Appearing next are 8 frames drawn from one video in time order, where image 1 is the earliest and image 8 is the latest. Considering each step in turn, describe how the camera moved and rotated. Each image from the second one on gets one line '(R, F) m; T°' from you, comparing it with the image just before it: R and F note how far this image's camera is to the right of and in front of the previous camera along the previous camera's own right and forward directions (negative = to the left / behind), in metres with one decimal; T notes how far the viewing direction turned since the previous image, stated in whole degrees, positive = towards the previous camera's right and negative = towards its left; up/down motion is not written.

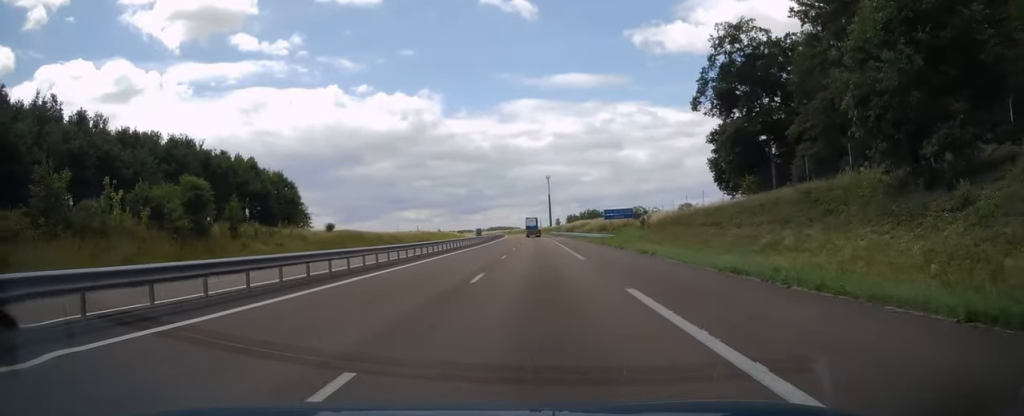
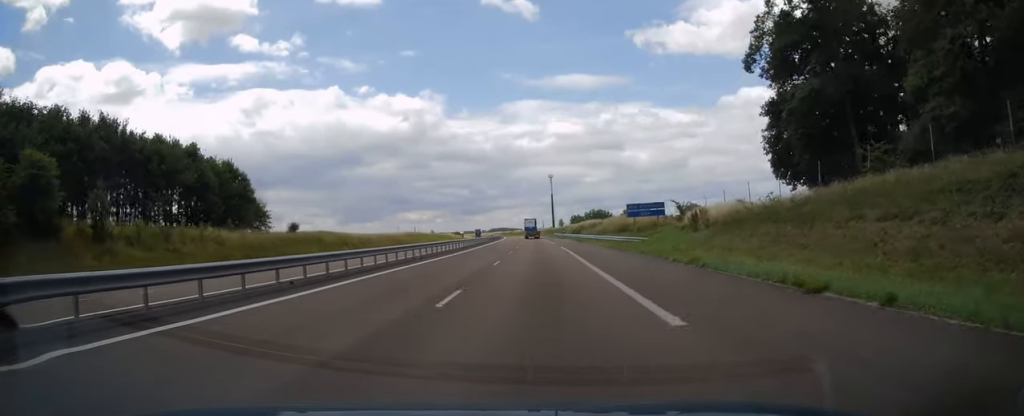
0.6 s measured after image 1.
(+0.2, +18.2) m; 0°
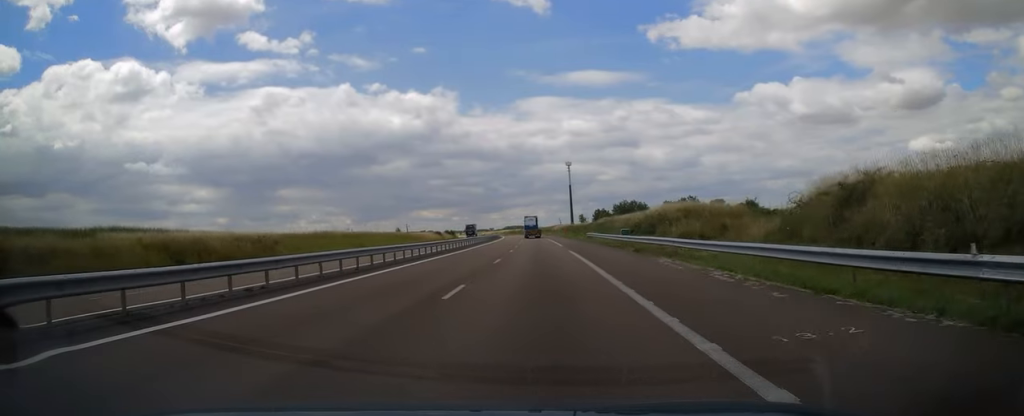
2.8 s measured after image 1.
(-1.3, +64.6) m; -2°
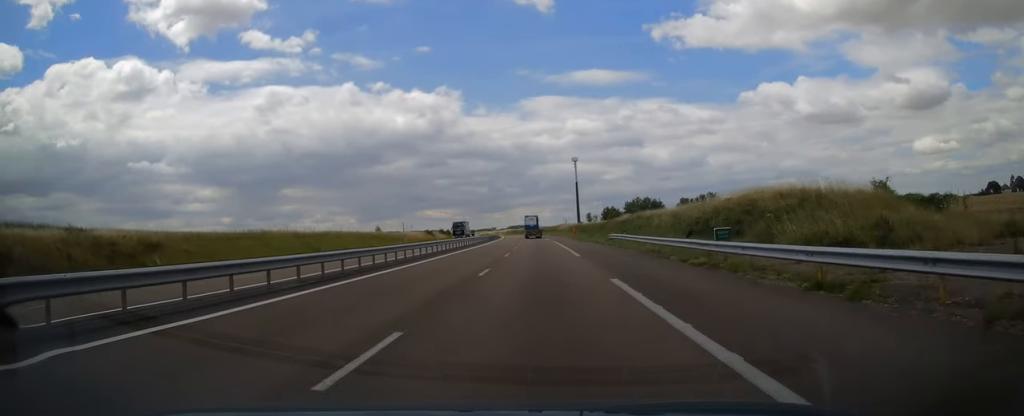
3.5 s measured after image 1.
(-0.2, +20.1) m; 0°
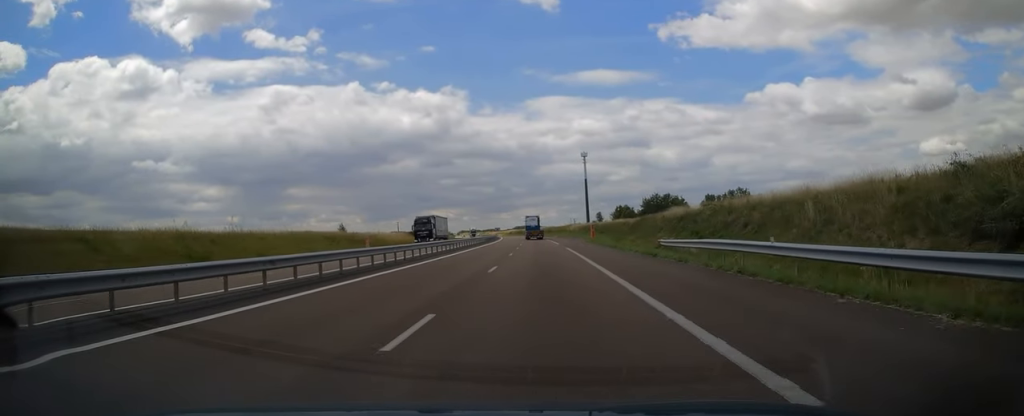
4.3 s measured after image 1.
(+0.1, +24.4) m; 0°
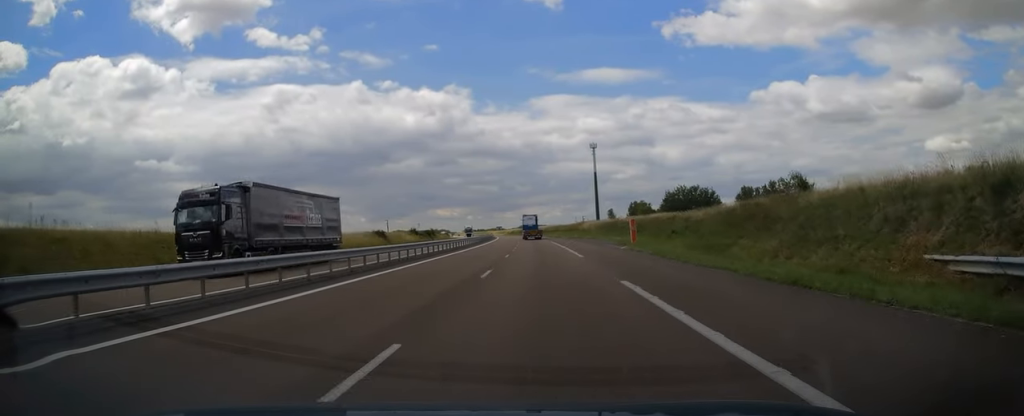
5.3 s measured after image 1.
(-0.2, +28.8) m; -1°
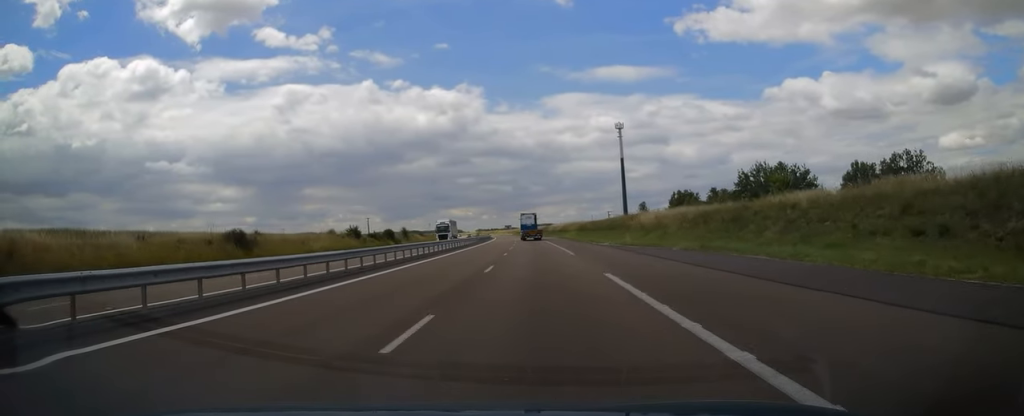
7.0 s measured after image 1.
(-0.6, +50.1) m; -2°
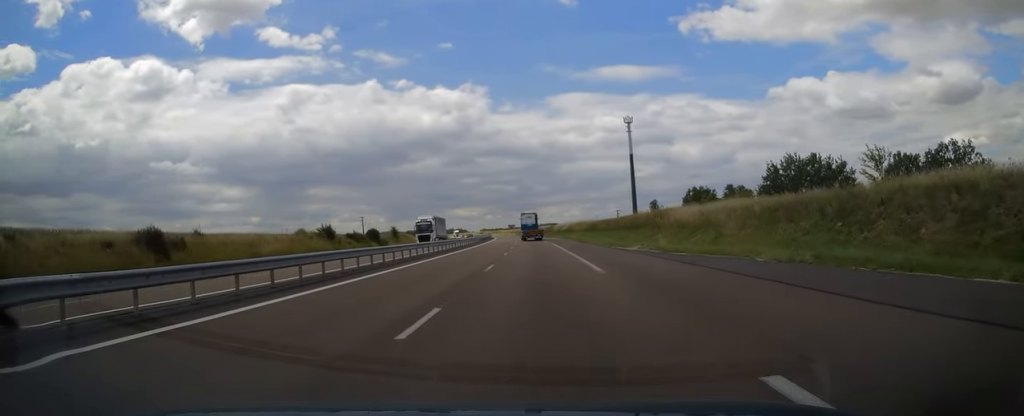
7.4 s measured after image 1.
(-0.1, +12.3) m; -1°
